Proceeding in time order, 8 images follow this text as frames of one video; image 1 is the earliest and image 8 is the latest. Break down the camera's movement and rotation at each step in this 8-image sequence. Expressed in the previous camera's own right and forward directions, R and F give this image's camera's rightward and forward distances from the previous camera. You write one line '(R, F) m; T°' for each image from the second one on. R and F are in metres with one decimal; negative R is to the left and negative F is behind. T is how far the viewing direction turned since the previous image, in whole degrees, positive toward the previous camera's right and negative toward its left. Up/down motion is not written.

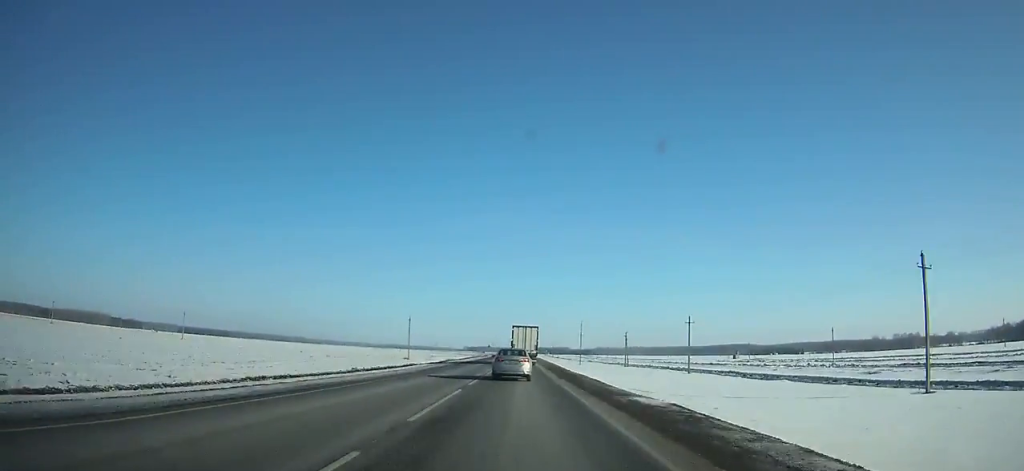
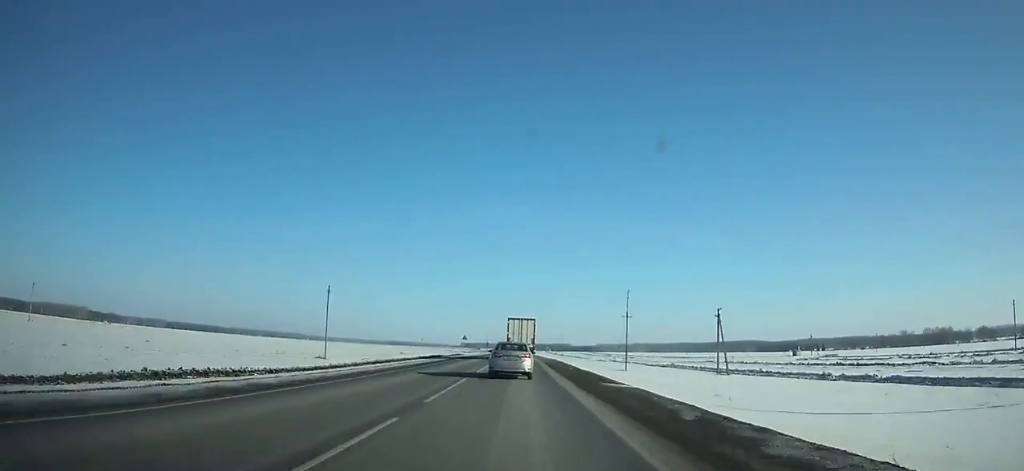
(+0.1, +68.5) m; 0°
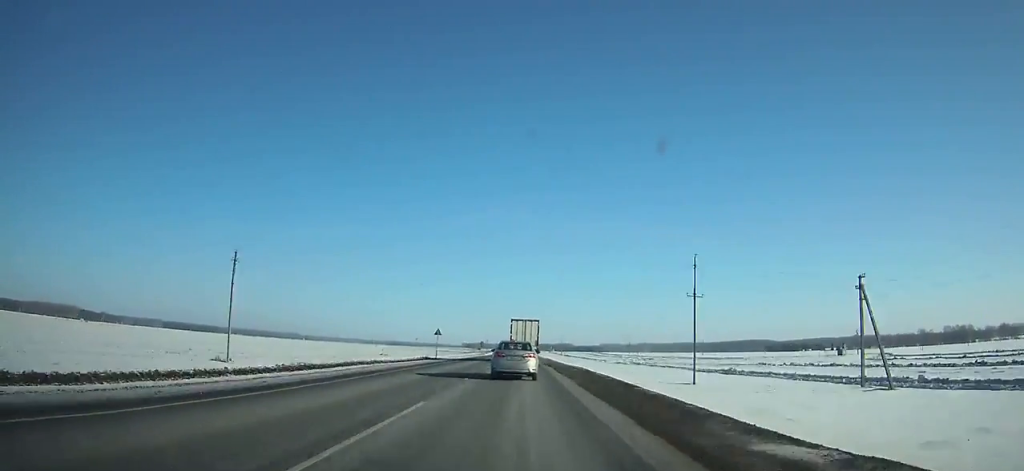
(0.0, +32.8) m; 0°
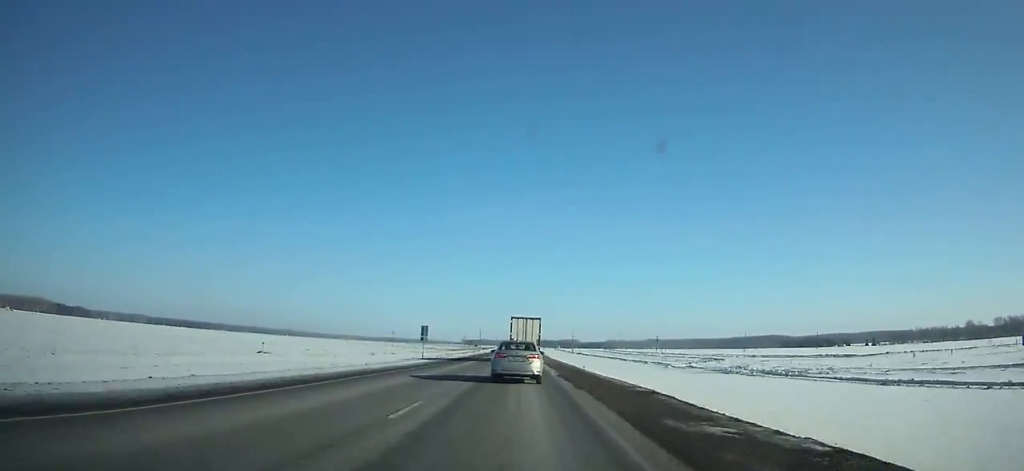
(+0.1, +81.8) m; 0°
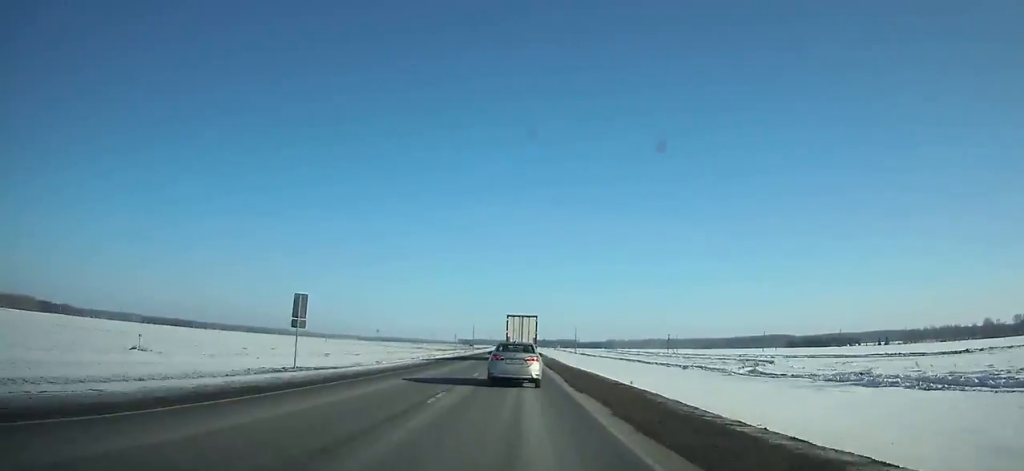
(0.0, +31.9) m; 0°
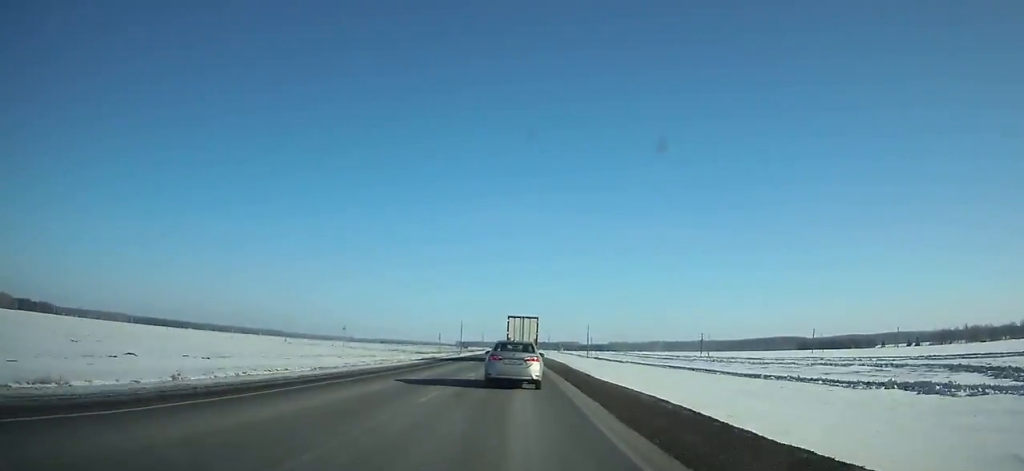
(0.0, +59.0) m; 0°
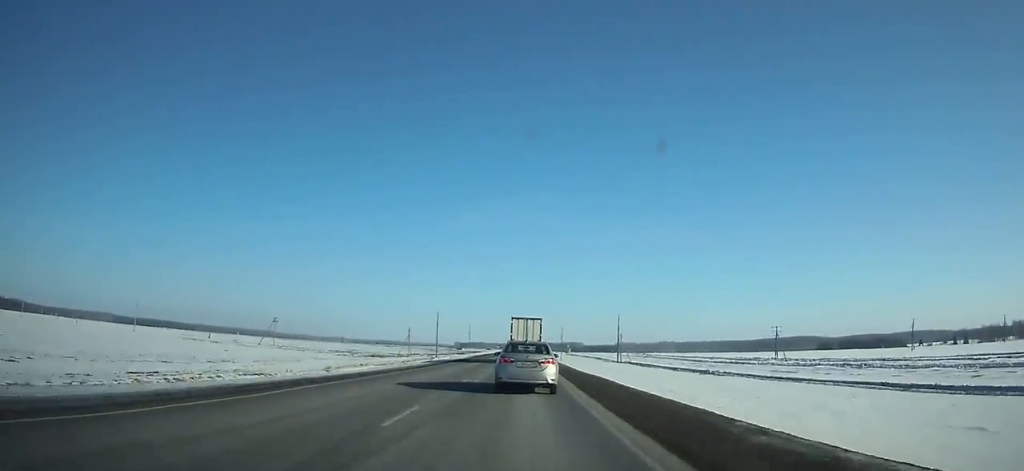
(-0.4, +75.2) m; 0°
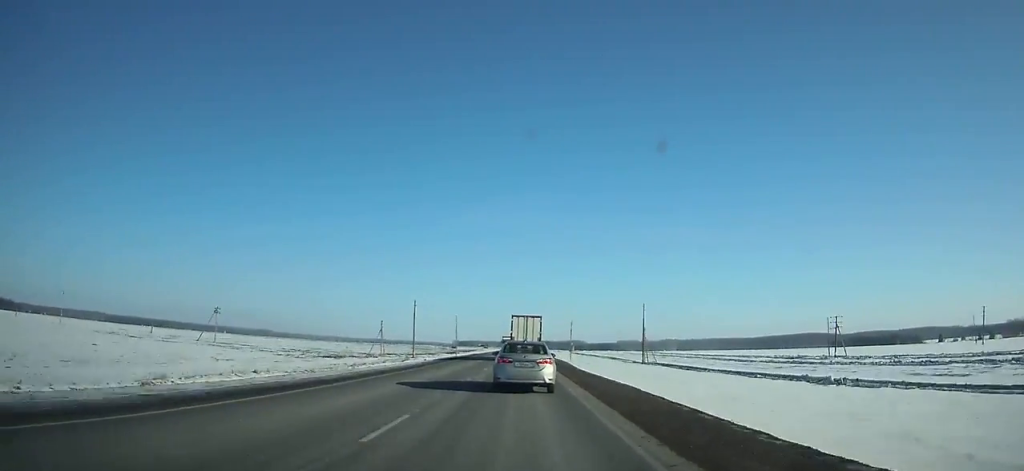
(+0.1, +37.7) m; 0°
